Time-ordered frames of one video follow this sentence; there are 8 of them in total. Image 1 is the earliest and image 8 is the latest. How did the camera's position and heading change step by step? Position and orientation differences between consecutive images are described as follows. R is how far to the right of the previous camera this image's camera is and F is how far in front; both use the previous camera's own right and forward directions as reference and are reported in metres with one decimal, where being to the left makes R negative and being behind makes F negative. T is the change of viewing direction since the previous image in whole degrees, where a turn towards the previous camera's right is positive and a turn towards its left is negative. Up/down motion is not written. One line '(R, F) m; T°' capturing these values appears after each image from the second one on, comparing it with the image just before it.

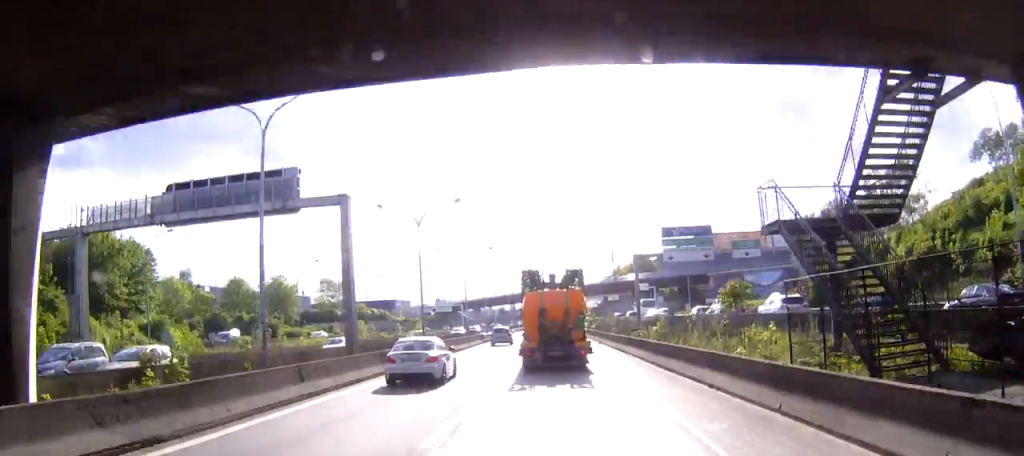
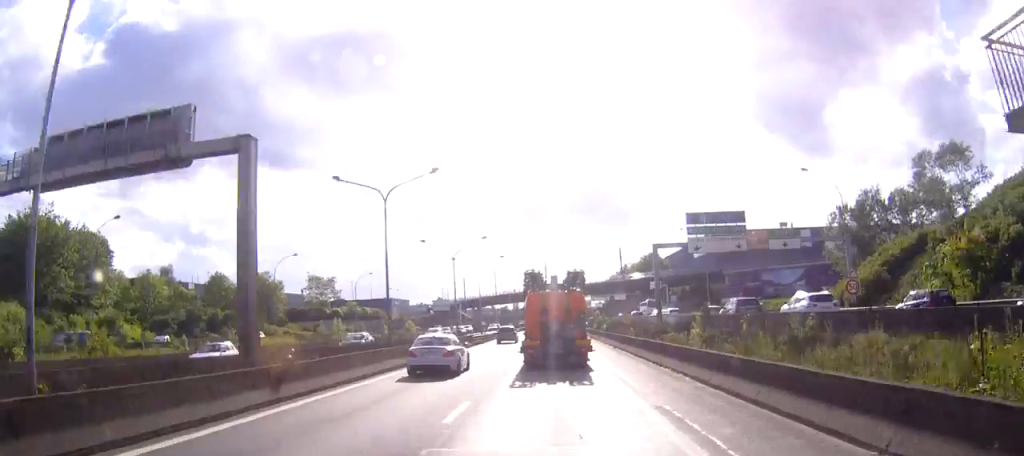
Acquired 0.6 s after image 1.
(0.0, +11.2) m; 0°
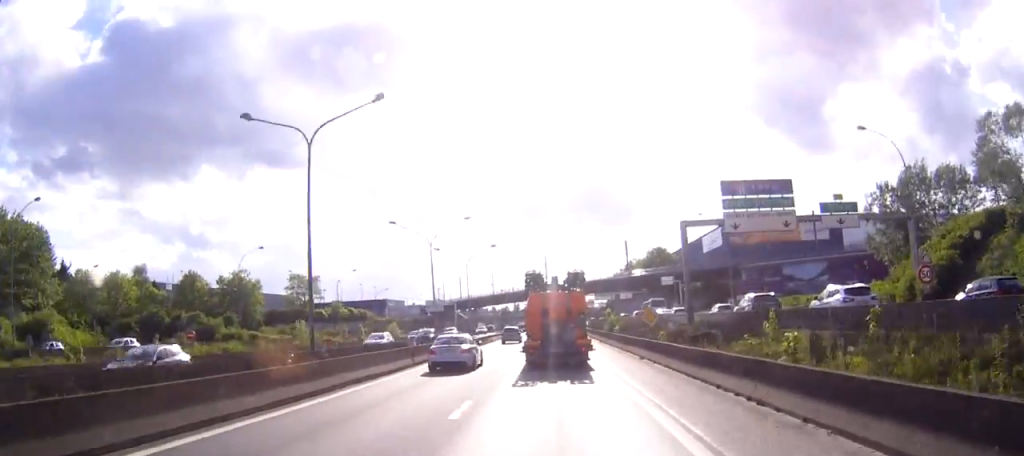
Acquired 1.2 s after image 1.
(+0.2, +12.5) m; 0°
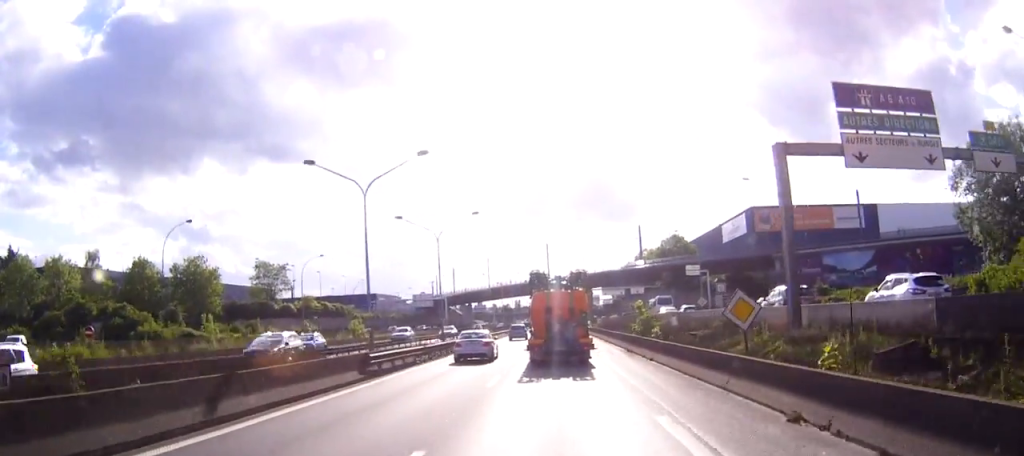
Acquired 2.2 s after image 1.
(-0.1, +19.7) m; 0°
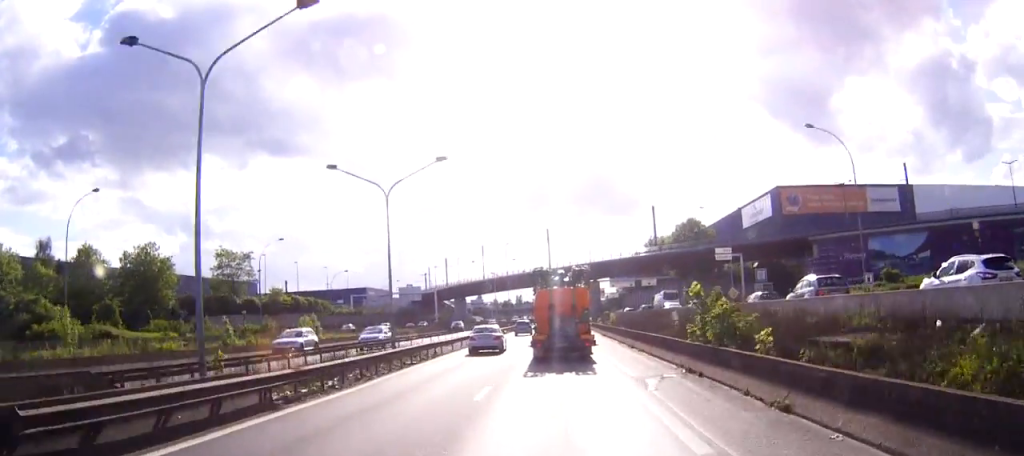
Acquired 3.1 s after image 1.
(0.0, +17.0) m; 0°
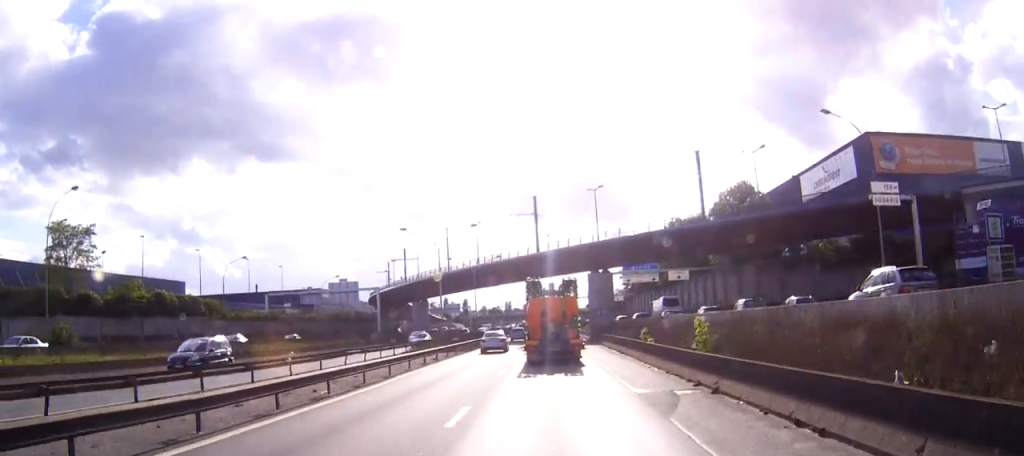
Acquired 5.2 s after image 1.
(+0.2, +42.6) m; +1°
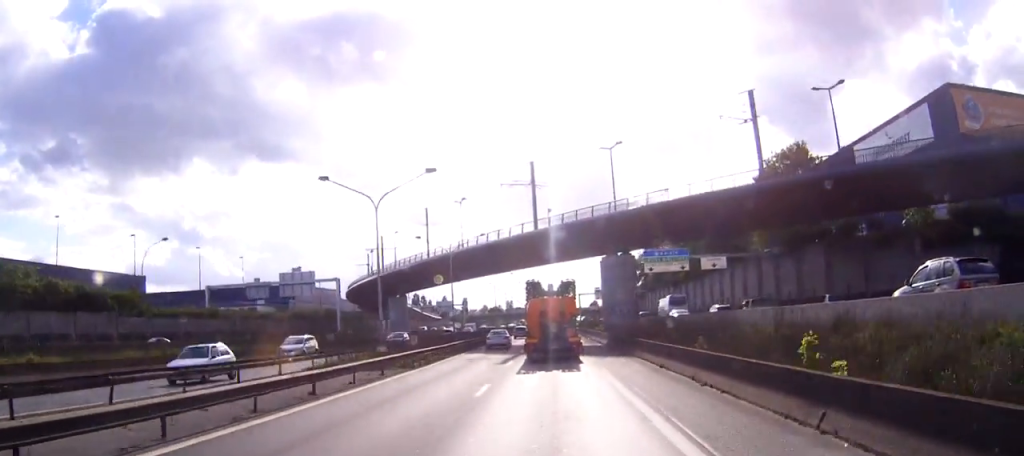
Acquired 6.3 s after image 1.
(0.0, +21.2) m; 0°
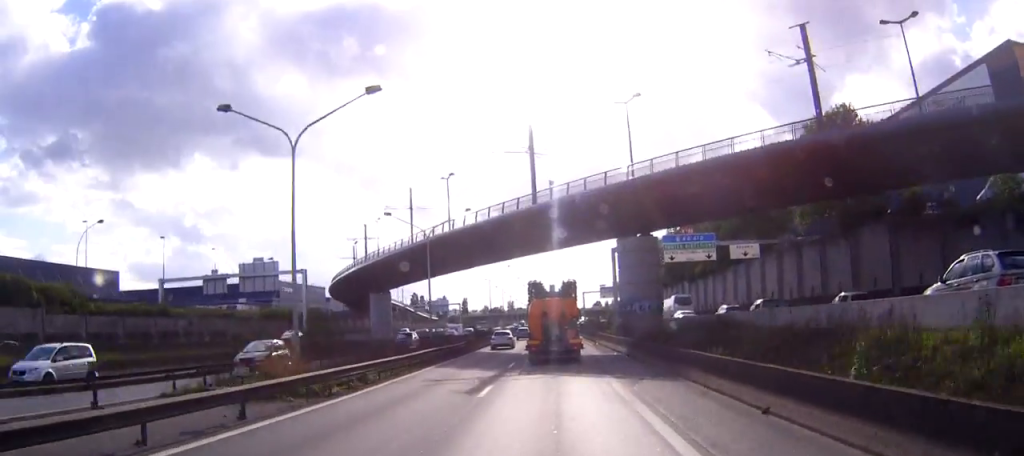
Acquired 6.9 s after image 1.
(0.0, +12.6) m; 0°
